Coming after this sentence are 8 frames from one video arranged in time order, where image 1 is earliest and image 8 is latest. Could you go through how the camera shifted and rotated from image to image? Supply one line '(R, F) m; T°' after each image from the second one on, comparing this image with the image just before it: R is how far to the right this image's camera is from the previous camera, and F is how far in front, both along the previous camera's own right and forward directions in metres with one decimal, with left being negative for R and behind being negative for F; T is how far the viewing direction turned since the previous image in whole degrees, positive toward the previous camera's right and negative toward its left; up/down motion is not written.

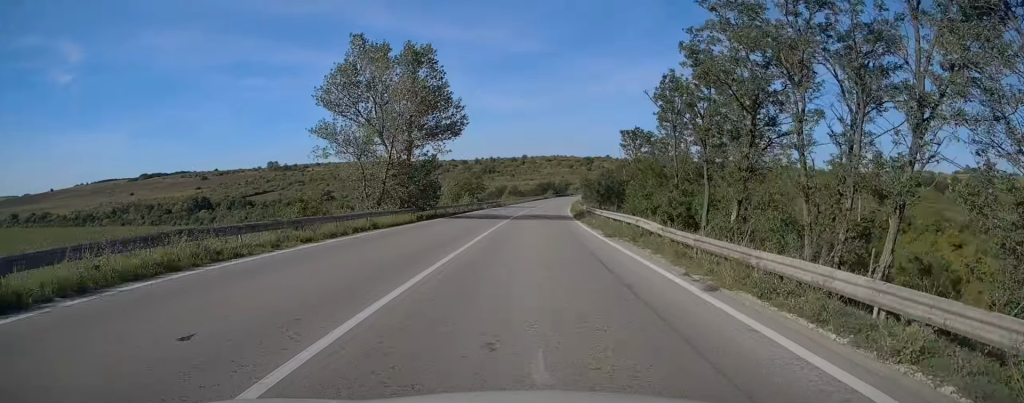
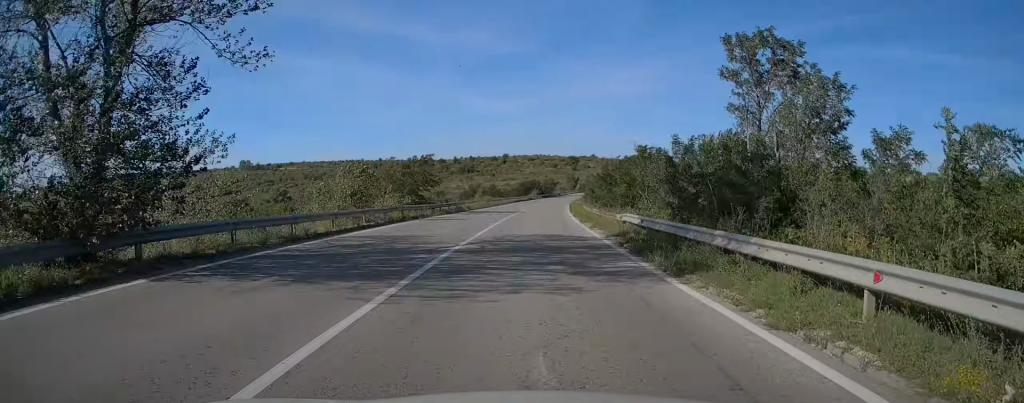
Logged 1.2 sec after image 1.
(+0.1, +27.0) m; +2°
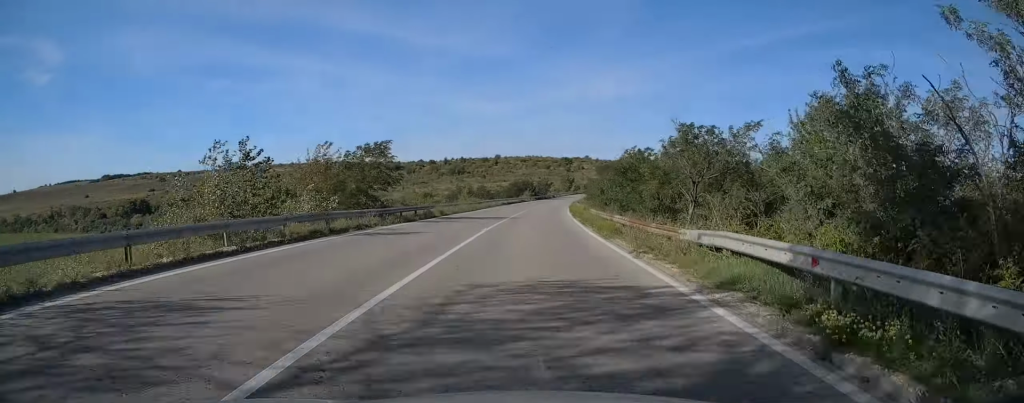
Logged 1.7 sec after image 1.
(+0.3, +11.6) m; +1°
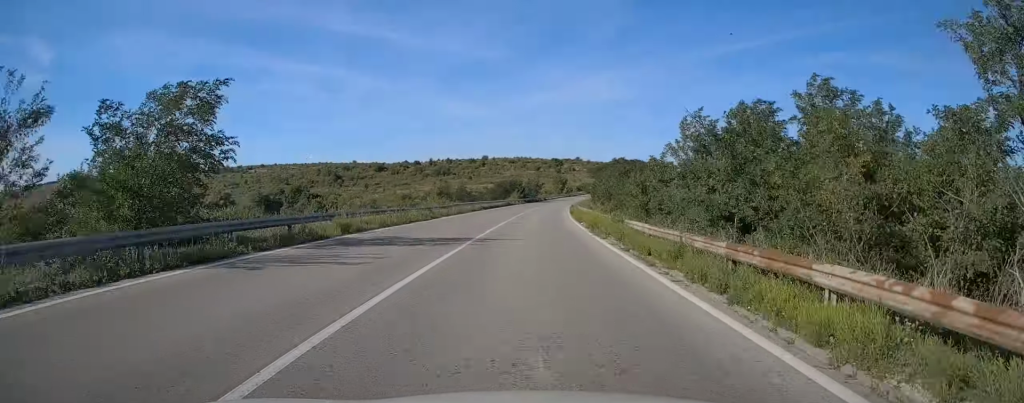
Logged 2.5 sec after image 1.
(+0.3, +18.4) m; +1°
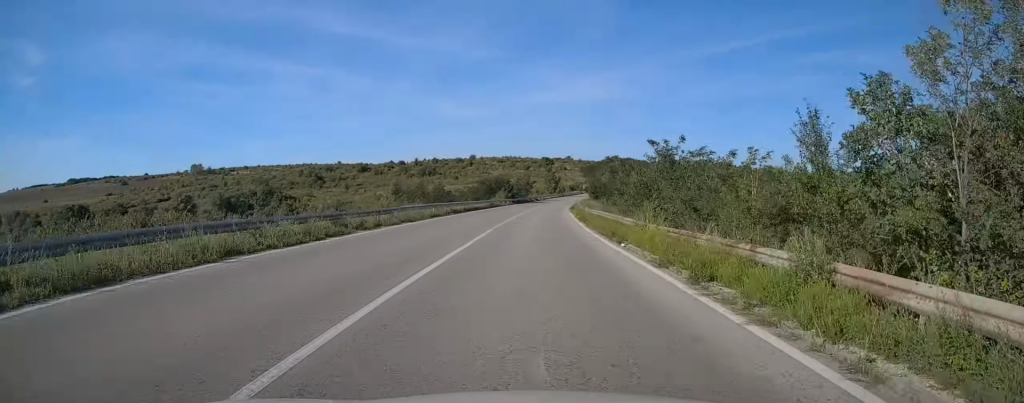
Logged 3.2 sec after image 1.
(0.0, +16.9) m; +1°
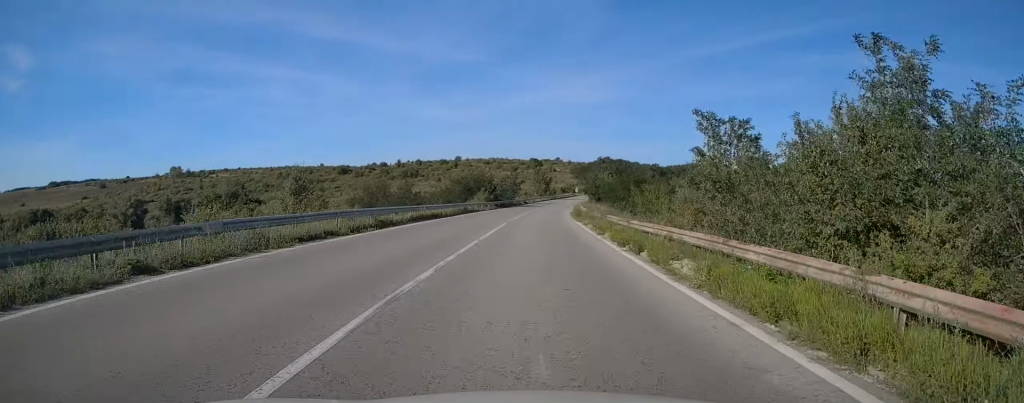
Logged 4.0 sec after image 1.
(+0.2, +18.5) m; +1°
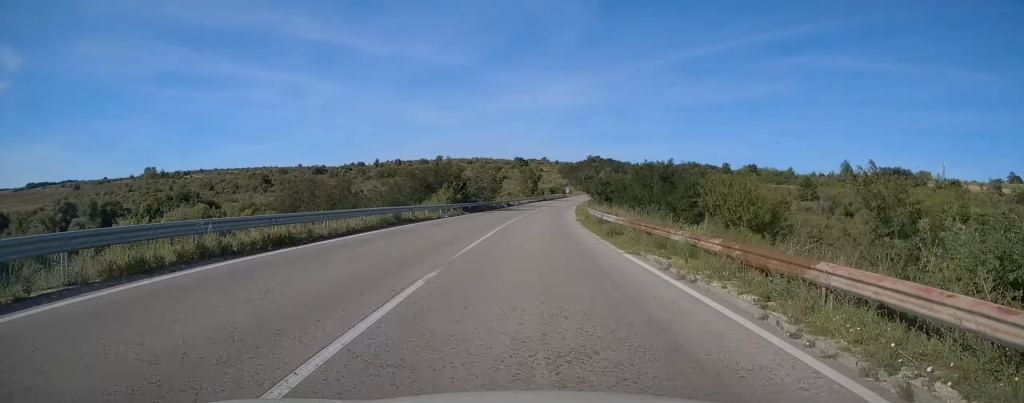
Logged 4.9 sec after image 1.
(+0.2, +21.7) m; +1°
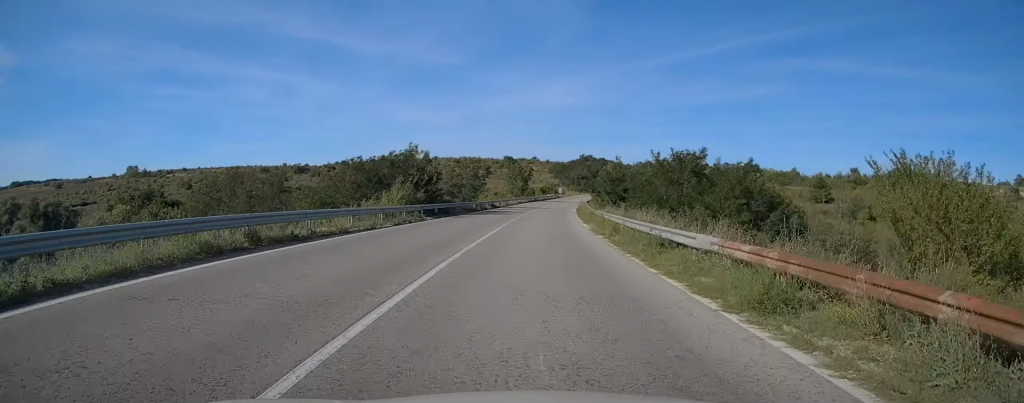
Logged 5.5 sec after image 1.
(+0.1, +14.0) m; +1°
